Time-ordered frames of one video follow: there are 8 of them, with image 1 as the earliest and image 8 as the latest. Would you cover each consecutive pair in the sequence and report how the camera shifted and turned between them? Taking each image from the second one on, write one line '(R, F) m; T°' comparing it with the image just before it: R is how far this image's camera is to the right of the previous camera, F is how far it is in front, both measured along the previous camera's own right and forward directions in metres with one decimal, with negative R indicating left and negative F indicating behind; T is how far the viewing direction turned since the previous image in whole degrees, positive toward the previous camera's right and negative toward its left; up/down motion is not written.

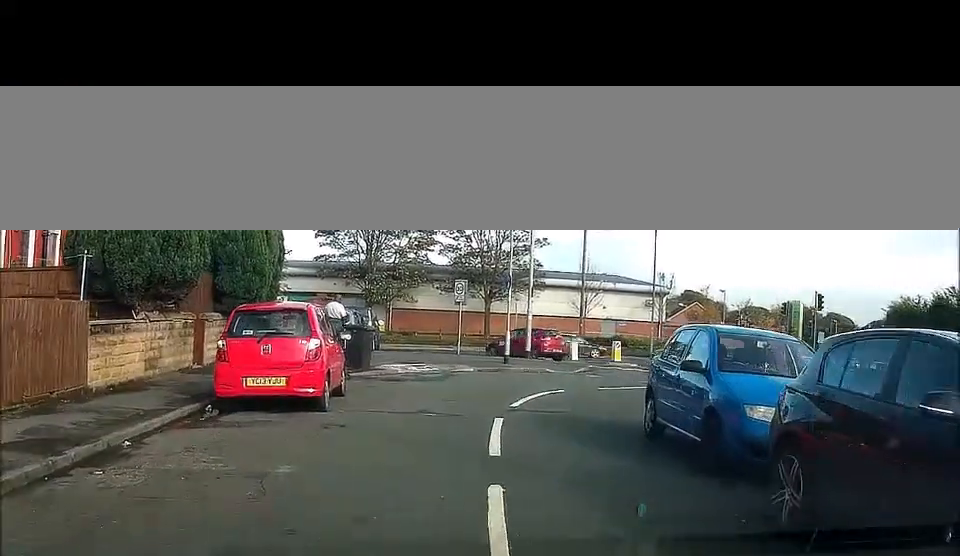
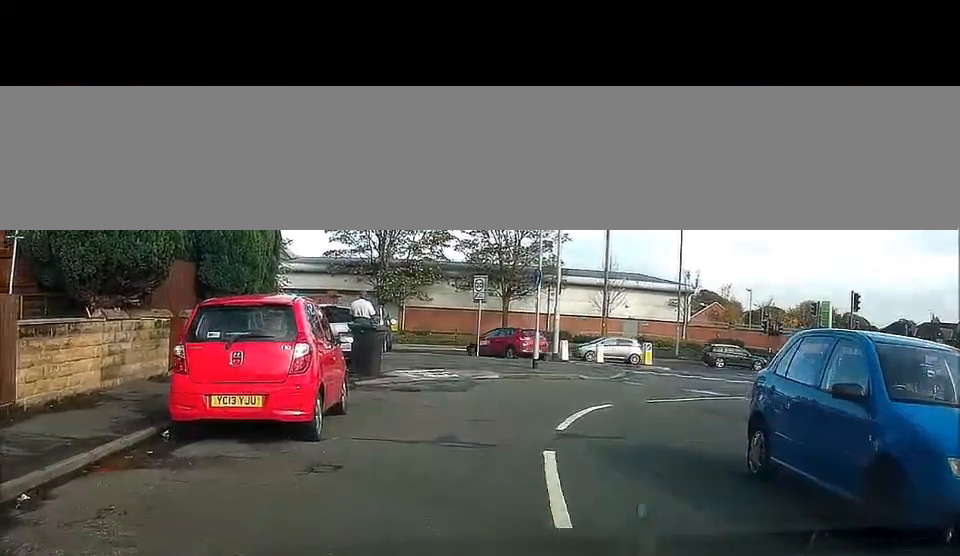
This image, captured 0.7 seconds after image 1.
(0.0, +3.0) m; +2°
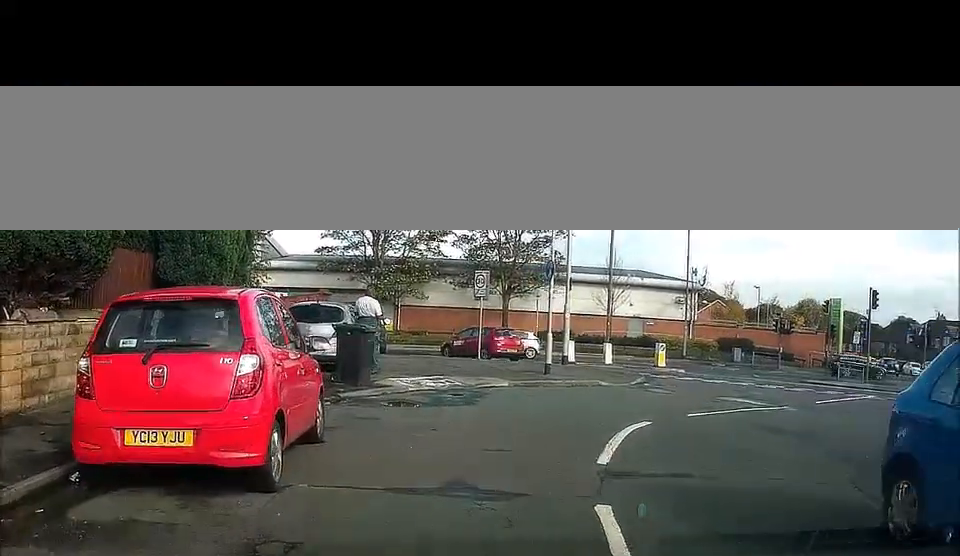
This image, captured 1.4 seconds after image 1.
(+0.1, +2.6) m; -1°
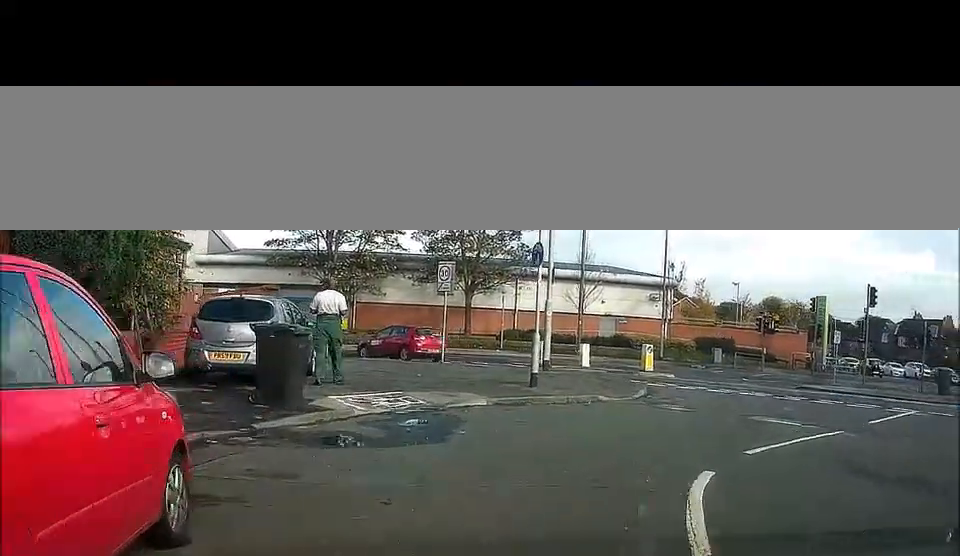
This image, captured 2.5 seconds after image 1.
(-0.2, +4.0) m; -1°
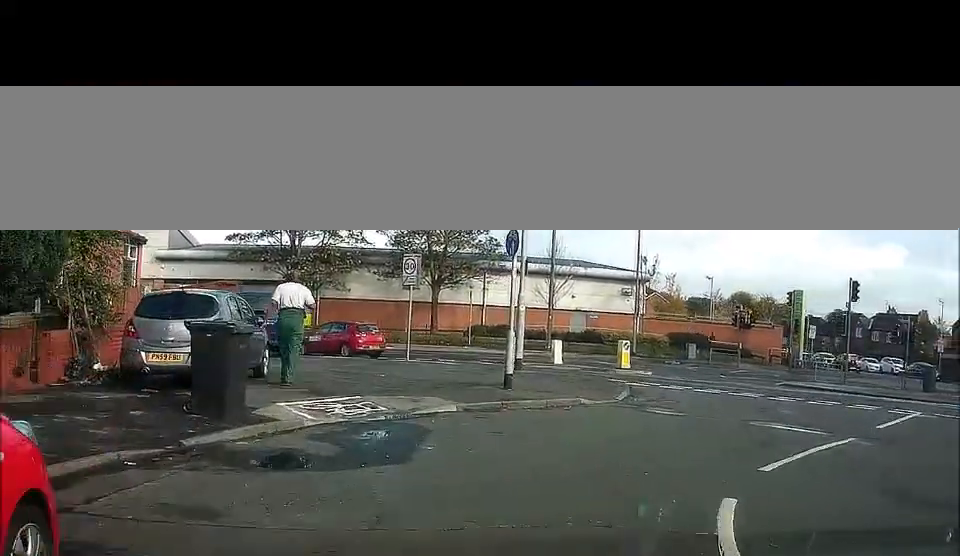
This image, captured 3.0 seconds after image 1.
(0.0, +1.6) m; +3°
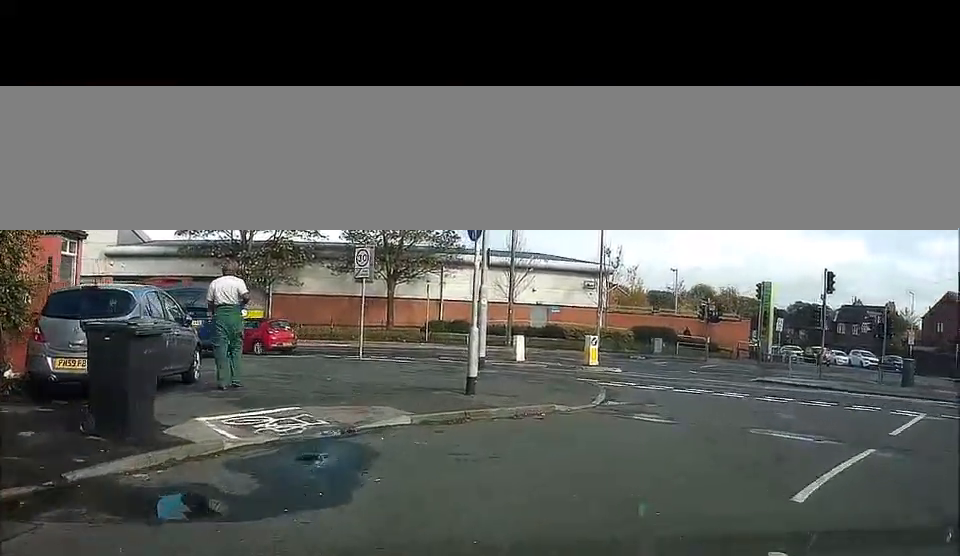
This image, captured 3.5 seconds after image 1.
(+0.1, +1.7) m; +6°
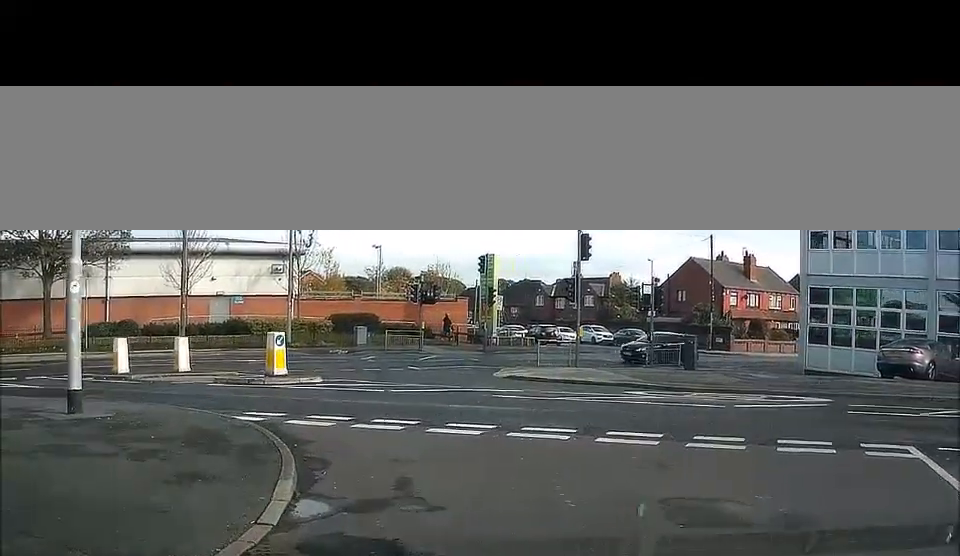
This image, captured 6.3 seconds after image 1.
(+1.5, +8.4) m; +16°
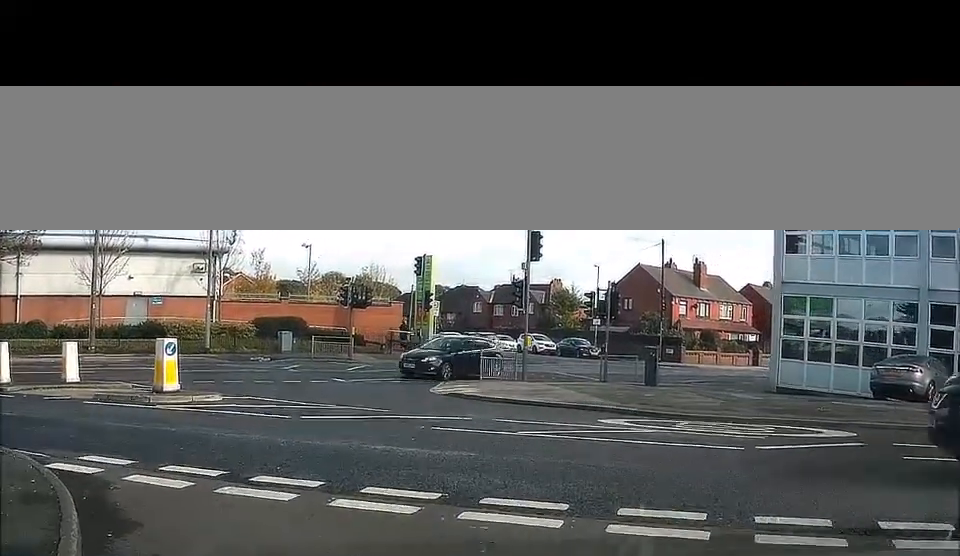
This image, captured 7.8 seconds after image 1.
(+0.4, +3.7) m; +6°
